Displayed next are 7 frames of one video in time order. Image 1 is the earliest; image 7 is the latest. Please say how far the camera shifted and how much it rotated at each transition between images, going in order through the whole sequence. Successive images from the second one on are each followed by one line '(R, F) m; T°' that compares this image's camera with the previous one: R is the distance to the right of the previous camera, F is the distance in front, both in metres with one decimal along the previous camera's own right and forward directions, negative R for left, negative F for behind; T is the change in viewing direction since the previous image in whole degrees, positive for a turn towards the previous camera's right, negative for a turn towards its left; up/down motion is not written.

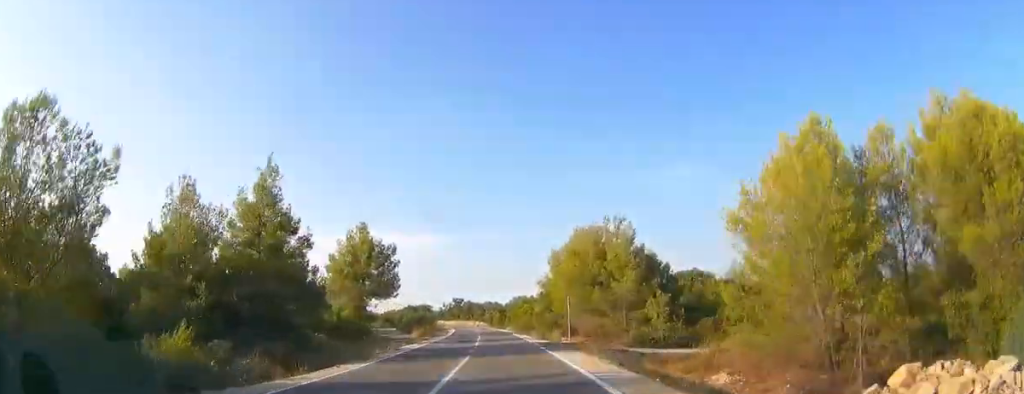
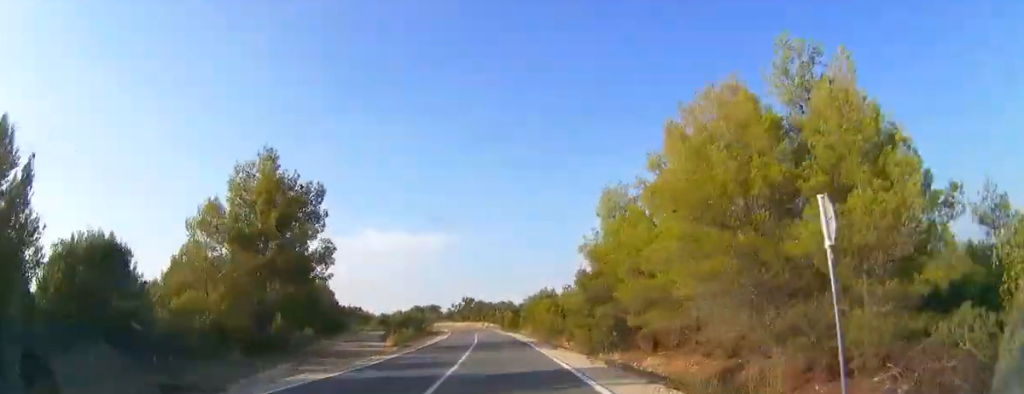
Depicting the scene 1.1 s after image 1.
(-0.1, +25.6) m; -1°
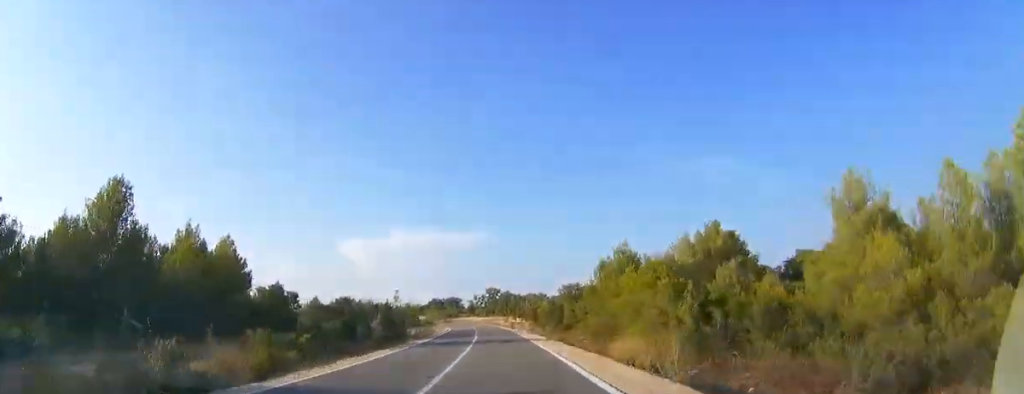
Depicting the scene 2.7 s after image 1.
(-0.4, +40.0) m; -2°
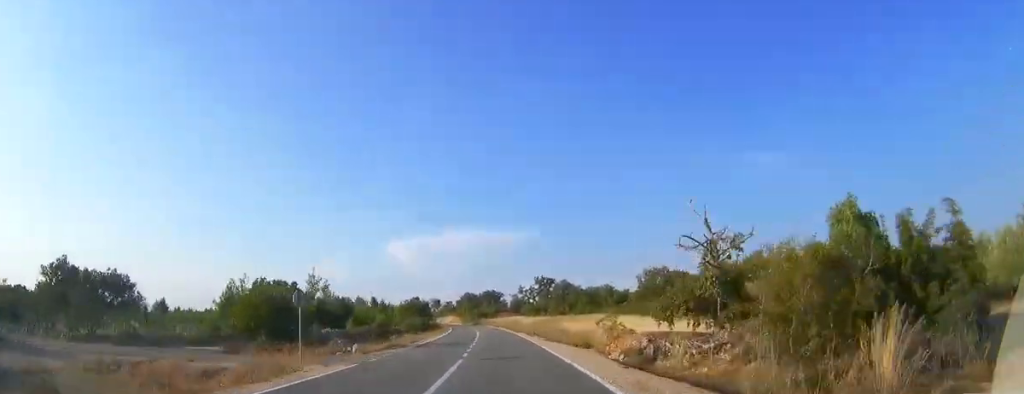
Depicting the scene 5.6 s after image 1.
(-3.0, +68.8) m; -5°
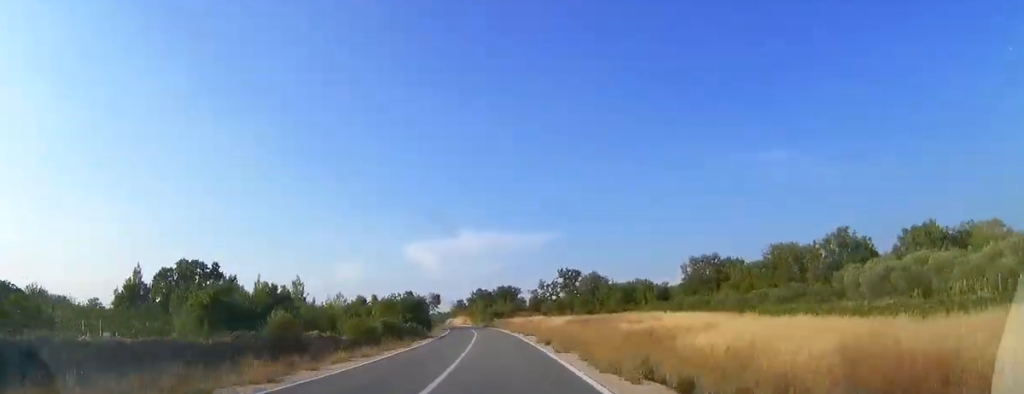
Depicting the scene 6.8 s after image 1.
(-0.5, +28.8) m; -2°
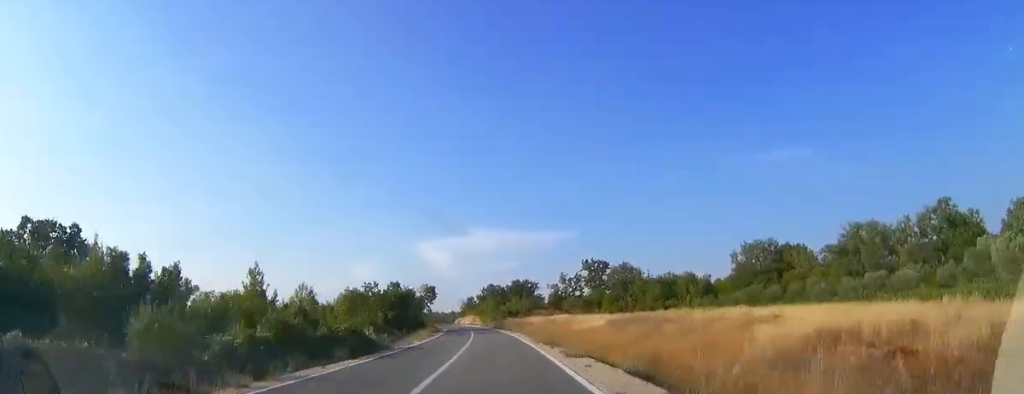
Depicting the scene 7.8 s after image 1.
(-0.3, +24.0) m; -2°
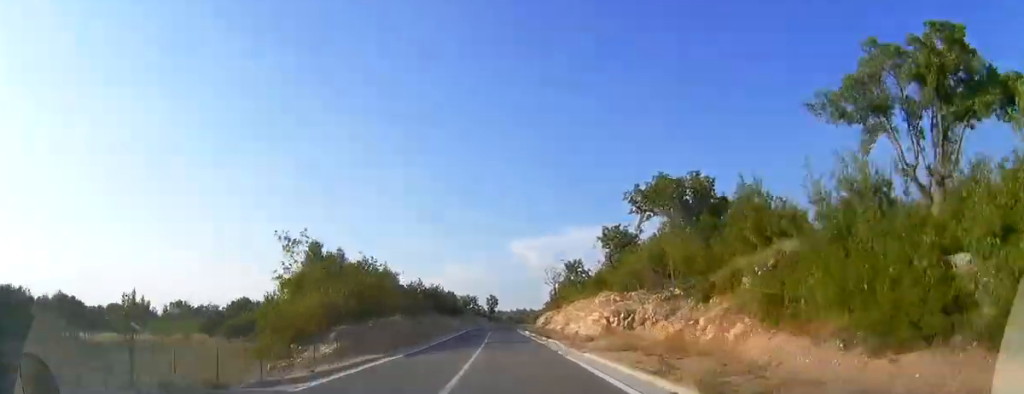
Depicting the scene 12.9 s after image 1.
(-9.8, +123.1) m; -8°
